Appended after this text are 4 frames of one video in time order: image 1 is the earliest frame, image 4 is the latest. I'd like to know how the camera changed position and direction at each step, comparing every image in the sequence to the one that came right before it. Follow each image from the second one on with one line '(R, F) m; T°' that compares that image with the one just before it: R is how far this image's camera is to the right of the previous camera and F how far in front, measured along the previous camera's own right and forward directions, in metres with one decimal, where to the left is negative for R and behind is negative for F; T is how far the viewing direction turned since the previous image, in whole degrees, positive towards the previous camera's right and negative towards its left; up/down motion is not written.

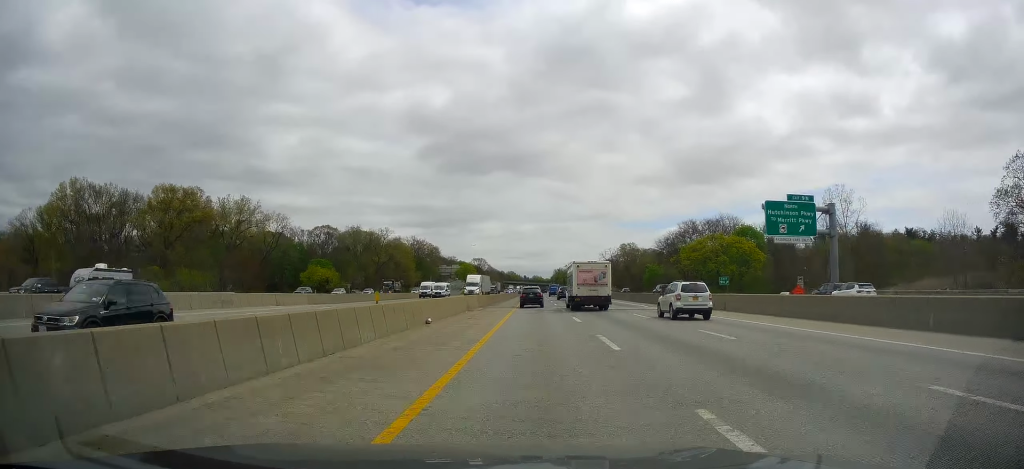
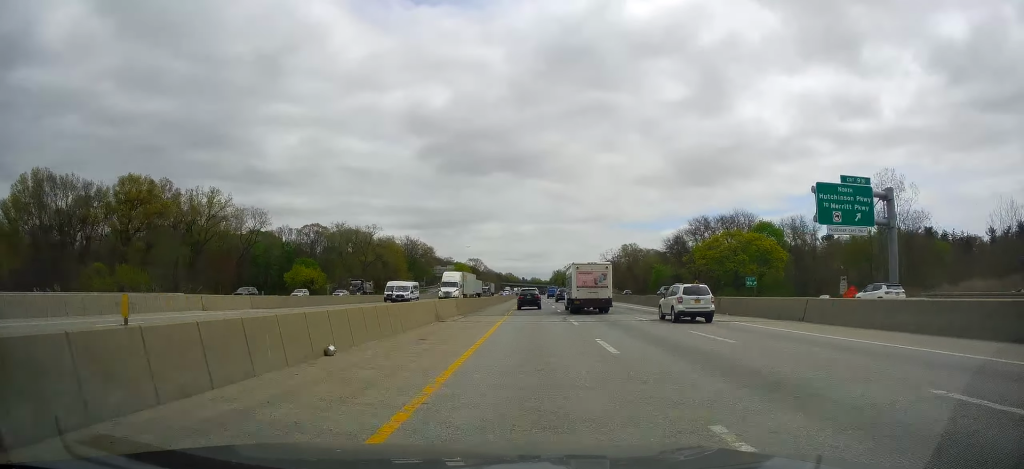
(0.0, +12.6) m; 0°
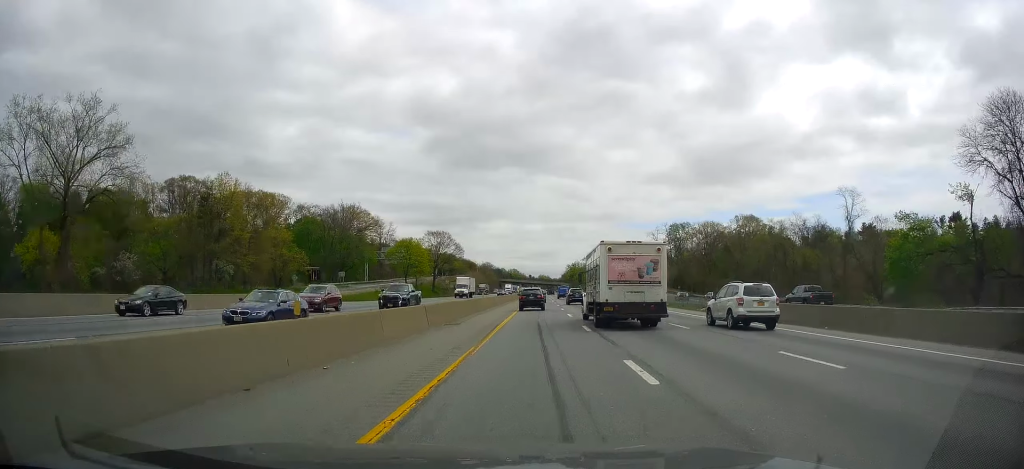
(+1.1, +115.8) m; 0°
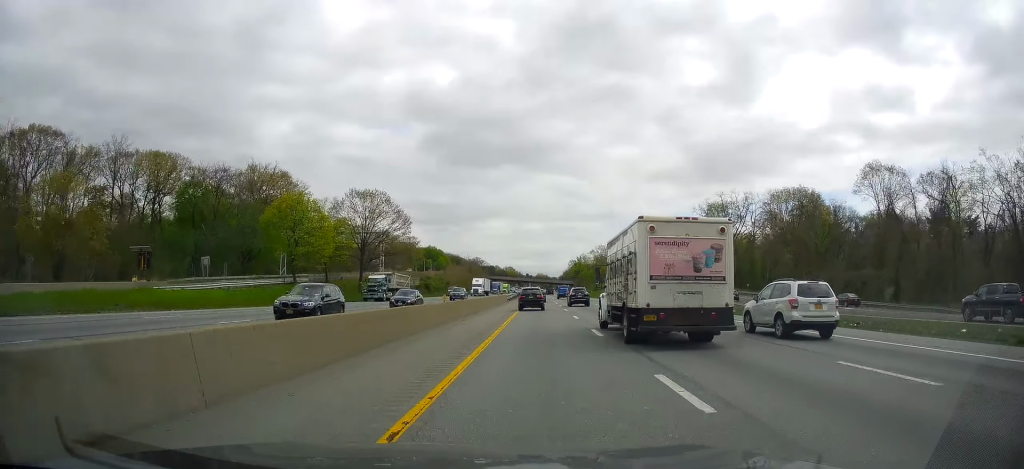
(-0.4, +62.2) m; 0°
